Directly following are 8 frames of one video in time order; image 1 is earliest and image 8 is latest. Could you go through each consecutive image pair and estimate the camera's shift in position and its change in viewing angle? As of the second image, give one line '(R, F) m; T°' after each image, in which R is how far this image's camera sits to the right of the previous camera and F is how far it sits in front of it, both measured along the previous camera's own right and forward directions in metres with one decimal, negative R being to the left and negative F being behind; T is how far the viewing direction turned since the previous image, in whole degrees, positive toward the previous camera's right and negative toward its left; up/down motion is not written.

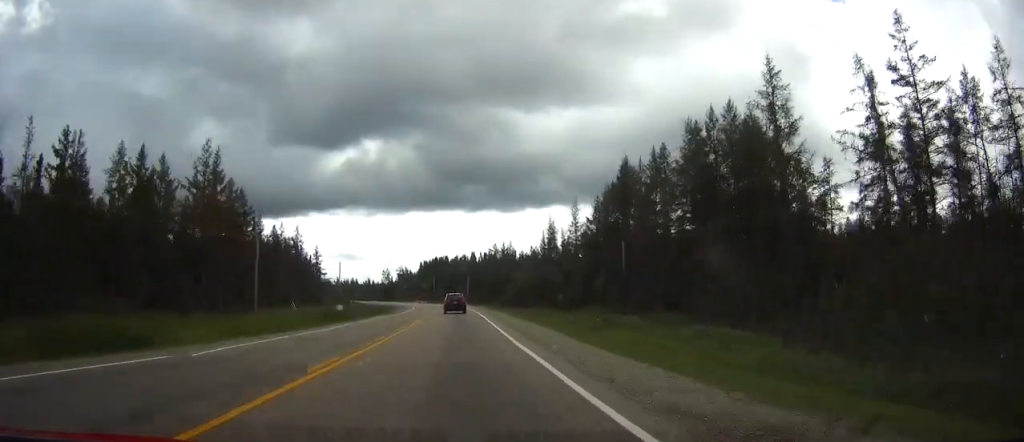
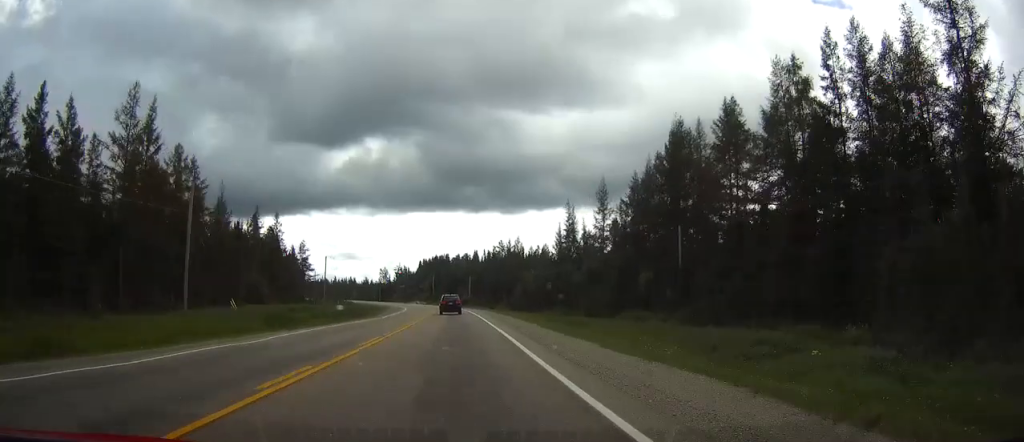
(0.0, +20.4) m; 0°
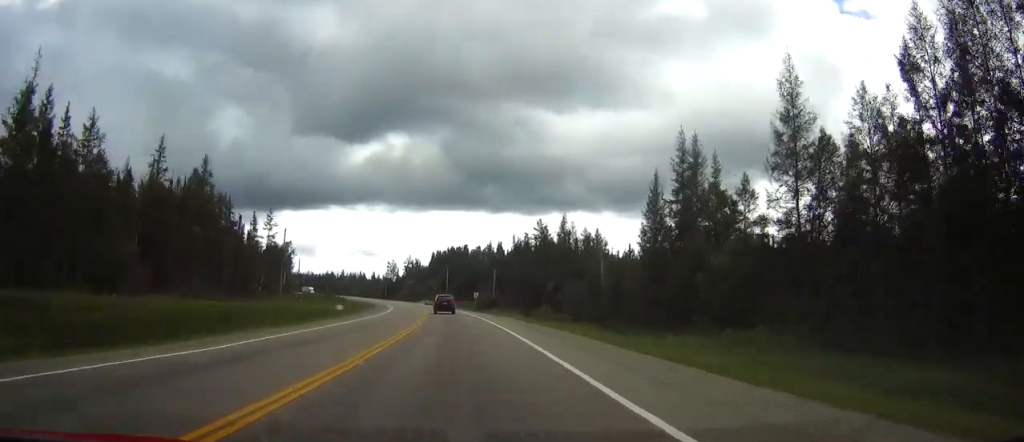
(-0.5, +51.1) m; -2°
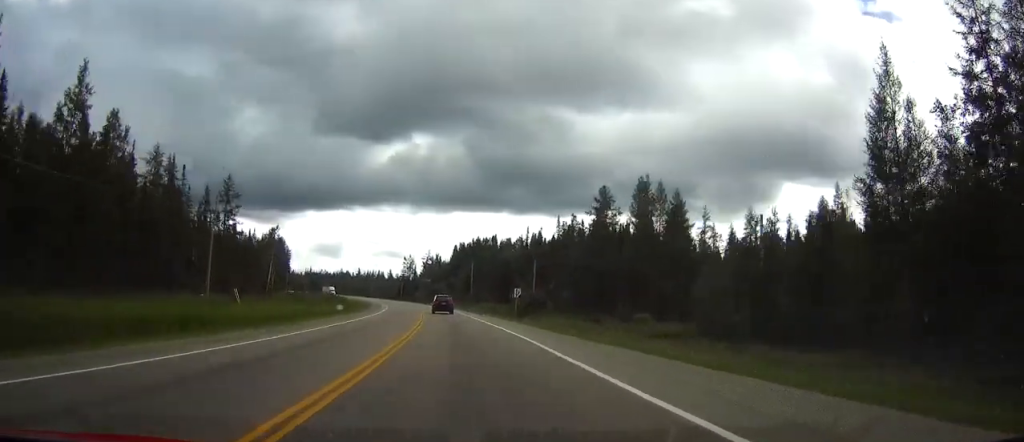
(-0.6, +39.8) m; -2°
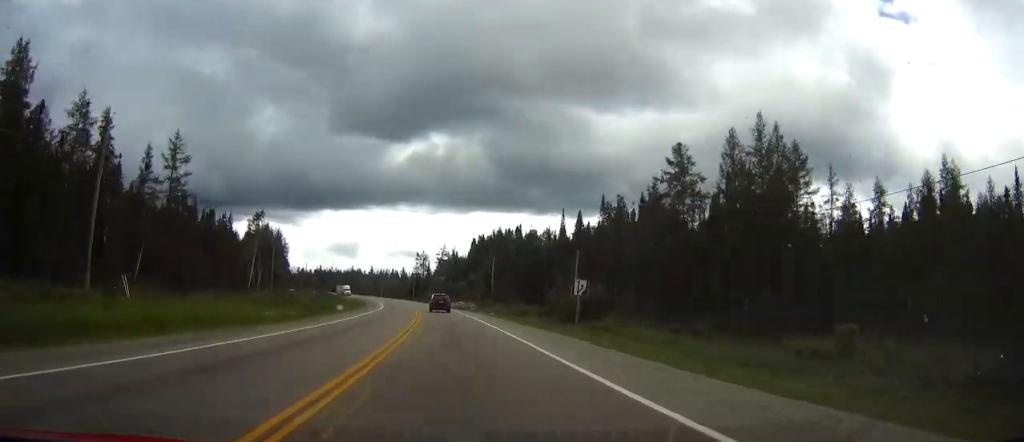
(-0.3, +26.6) m; -2°
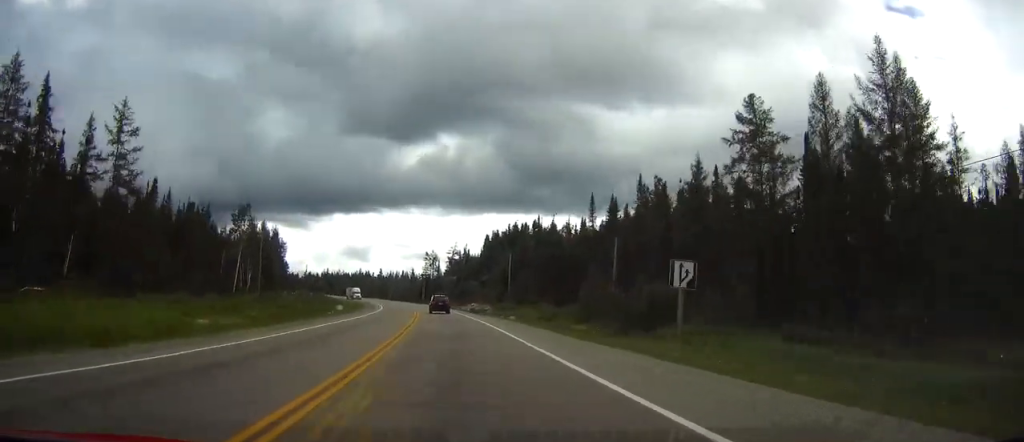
(-0.3, +16.4) m; -1°
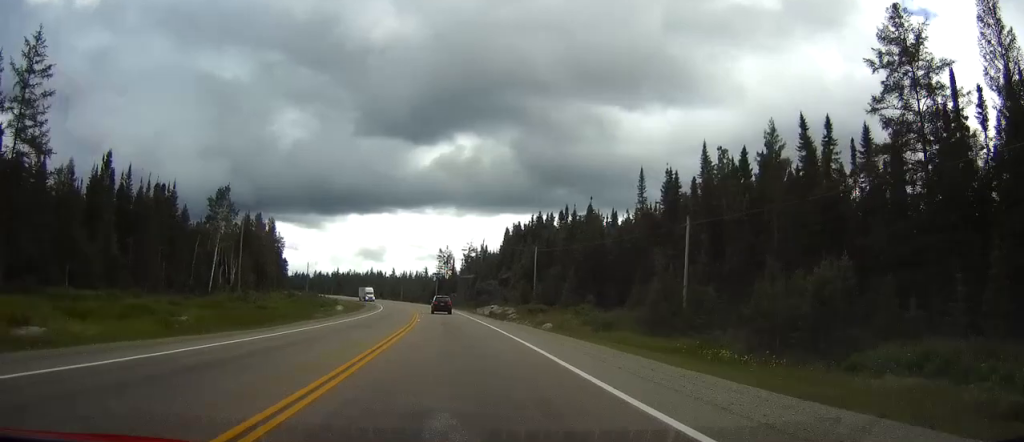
(-0.2, +19.5) m; -1°
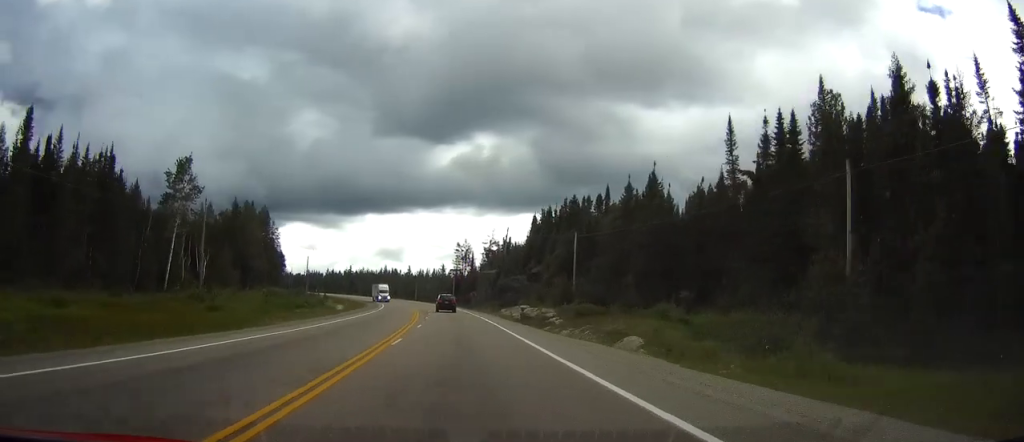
(-0.3, +22.6) m; -1°
